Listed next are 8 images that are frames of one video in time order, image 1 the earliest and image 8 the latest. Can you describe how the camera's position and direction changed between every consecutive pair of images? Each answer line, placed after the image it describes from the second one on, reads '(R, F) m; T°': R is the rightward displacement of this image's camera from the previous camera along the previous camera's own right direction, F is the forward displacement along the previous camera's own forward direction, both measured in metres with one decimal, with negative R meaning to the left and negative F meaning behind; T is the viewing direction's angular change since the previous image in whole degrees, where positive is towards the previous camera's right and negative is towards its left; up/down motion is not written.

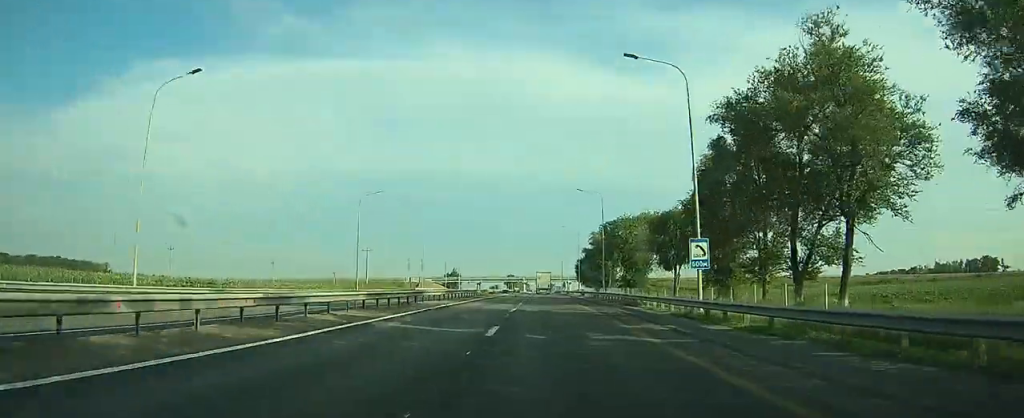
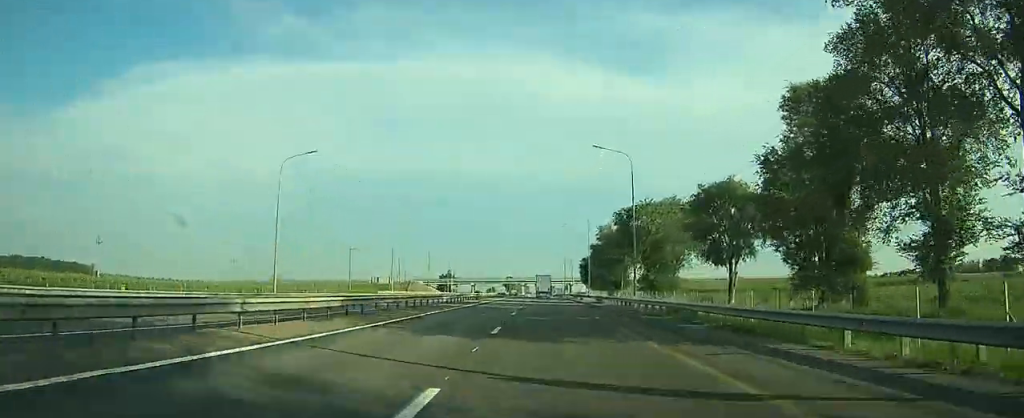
(0.0, +20.3) m; 0°
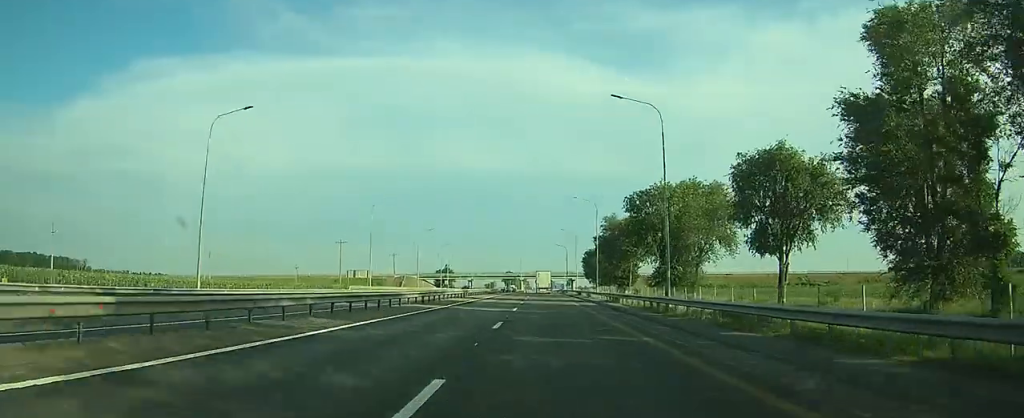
(0.0, +10.2) m; 0°
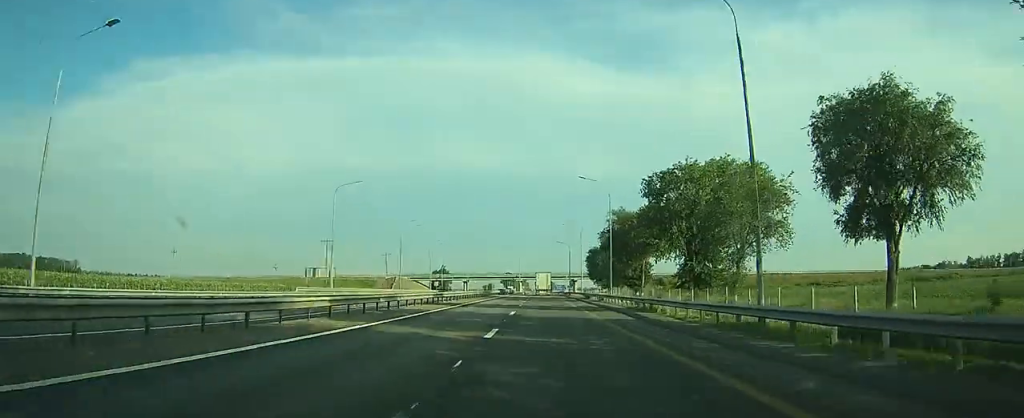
(0.0, +12.5) m; 0°
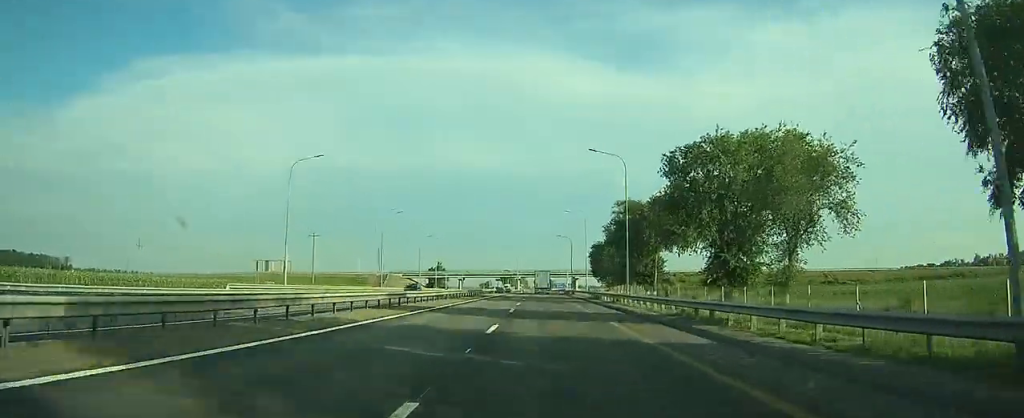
(0.0, +9.9) m; 0°
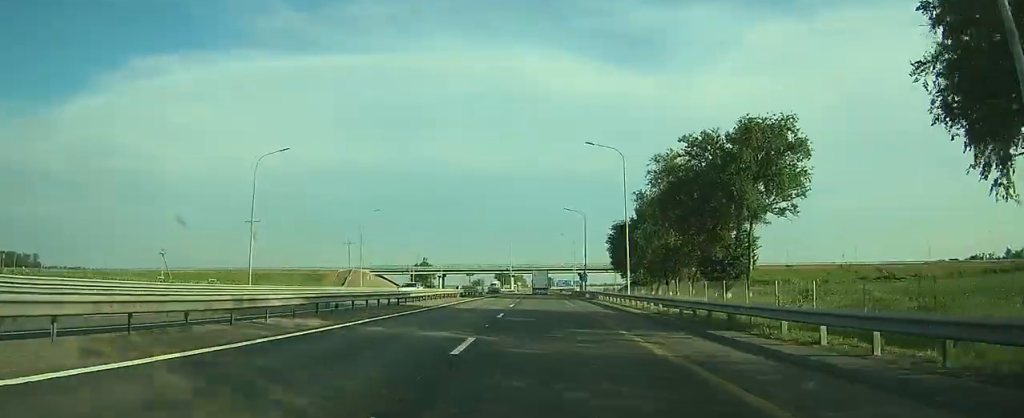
(0.0, +34.7) m; 0°
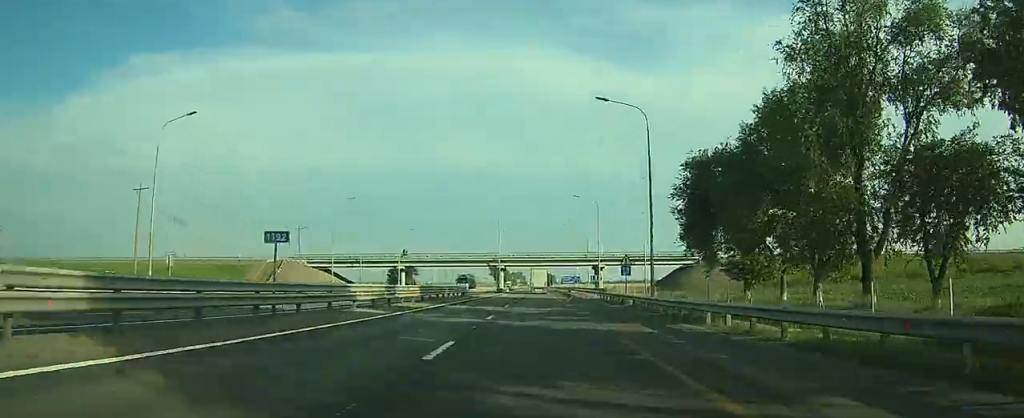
(+0.1, +40.8) m; 0°
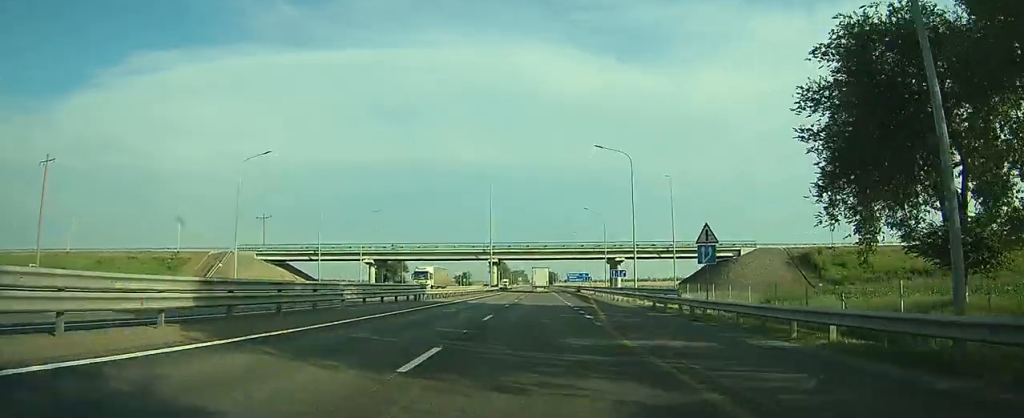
(0.0, +23.2) m; 0°
